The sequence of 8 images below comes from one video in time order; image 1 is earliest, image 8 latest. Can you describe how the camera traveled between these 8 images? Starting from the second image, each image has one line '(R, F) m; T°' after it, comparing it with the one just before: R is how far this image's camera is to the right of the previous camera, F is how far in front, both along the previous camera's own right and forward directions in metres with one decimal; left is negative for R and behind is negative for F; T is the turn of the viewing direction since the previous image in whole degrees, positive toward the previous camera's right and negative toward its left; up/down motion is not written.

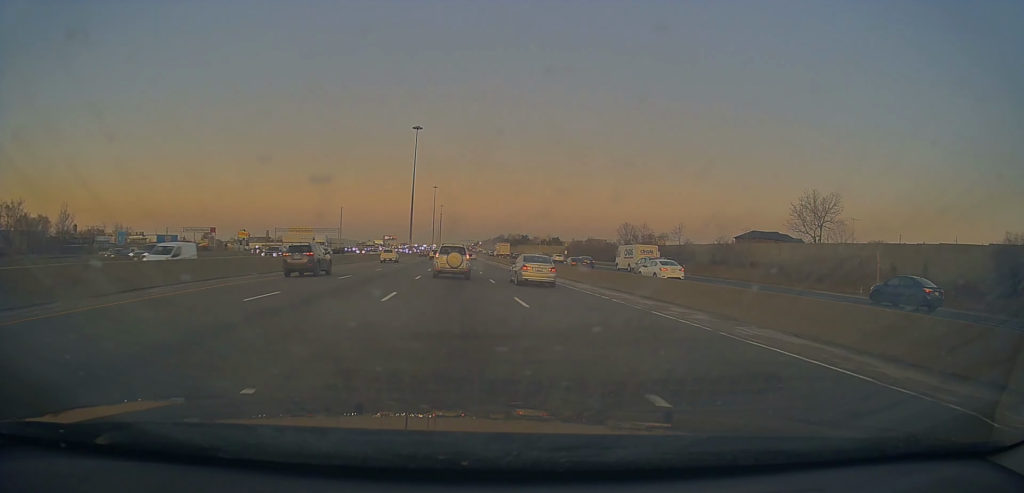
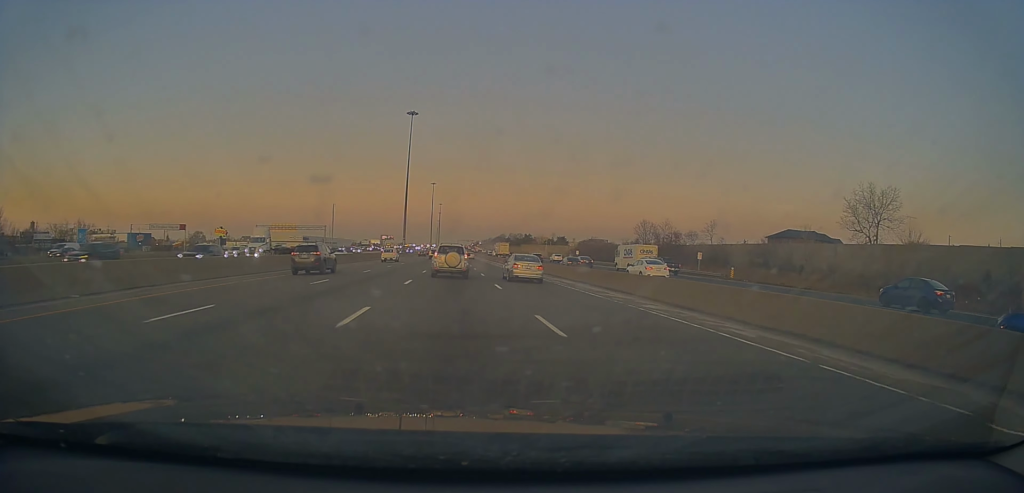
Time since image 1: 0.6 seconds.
(-0.1, +17.0) m; 0°
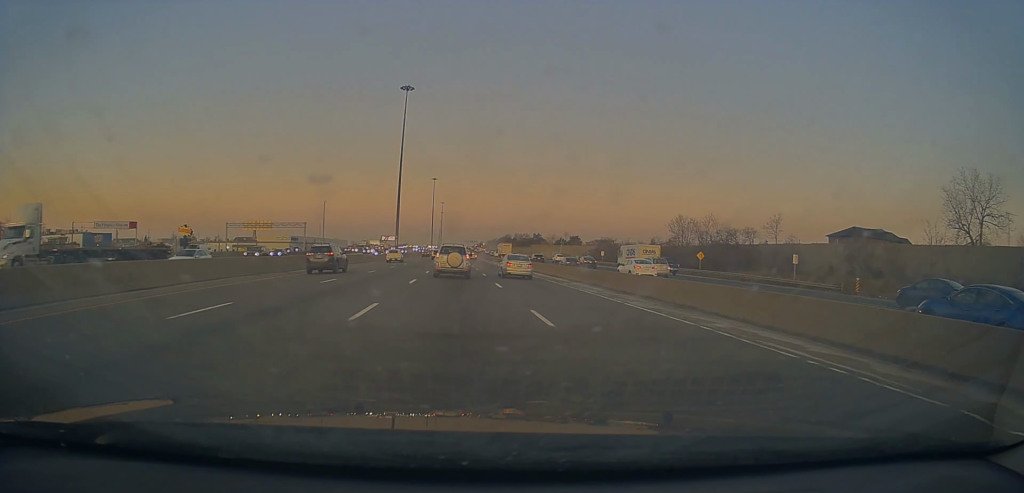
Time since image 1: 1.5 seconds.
(-0.4, +23.4) m; 0°
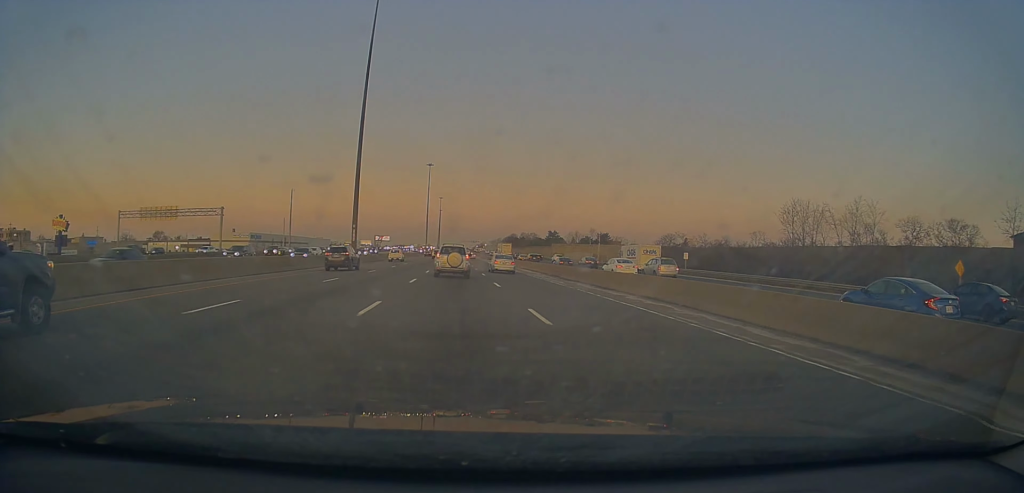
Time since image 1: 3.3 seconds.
(+0.5, +47.9) m; 0°
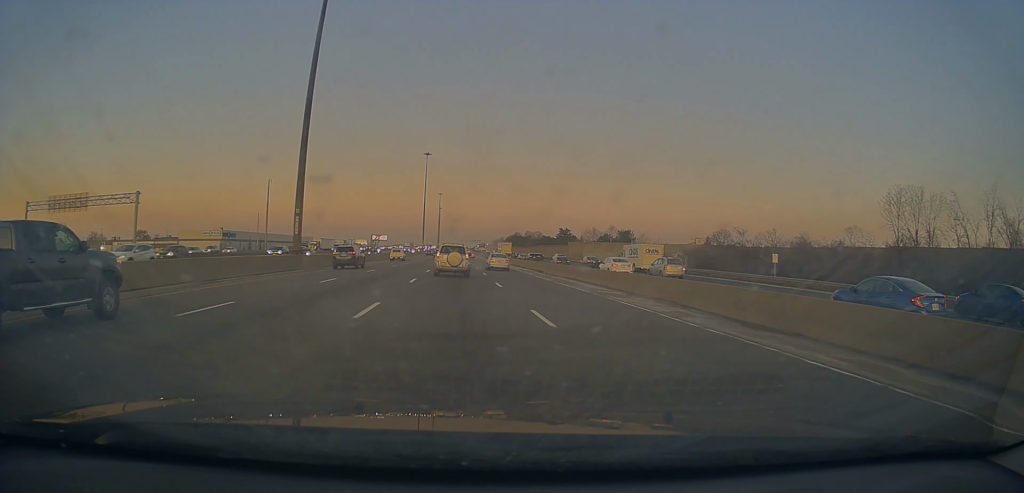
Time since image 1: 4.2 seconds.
(+0.1, +24.7) m; 0°
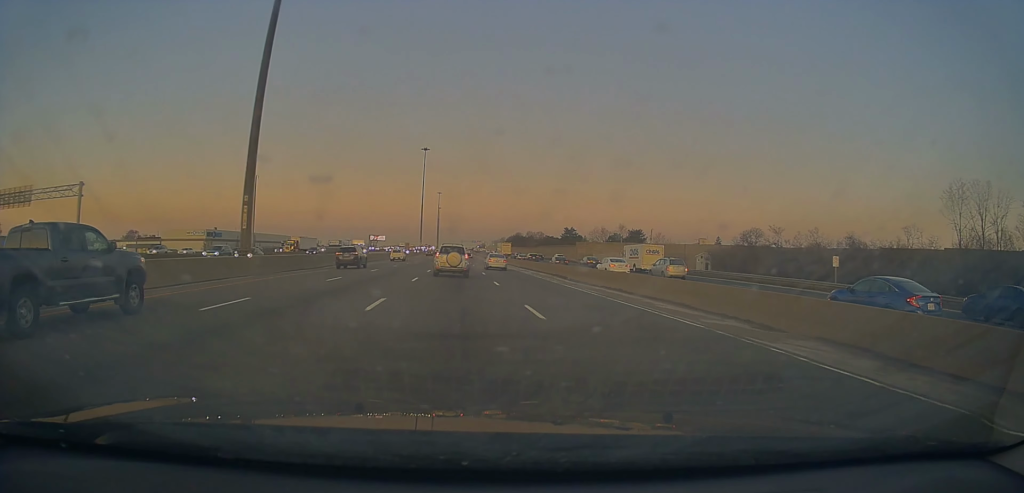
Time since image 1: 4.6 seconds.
(0.0, +11.0) m; 0°
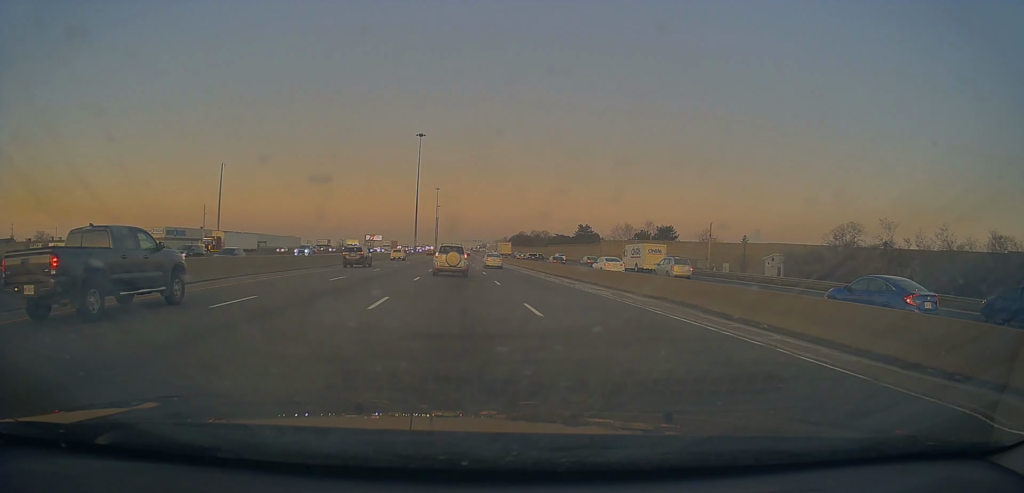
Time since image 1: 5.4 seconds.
(0.0, +23.9) m; -1°
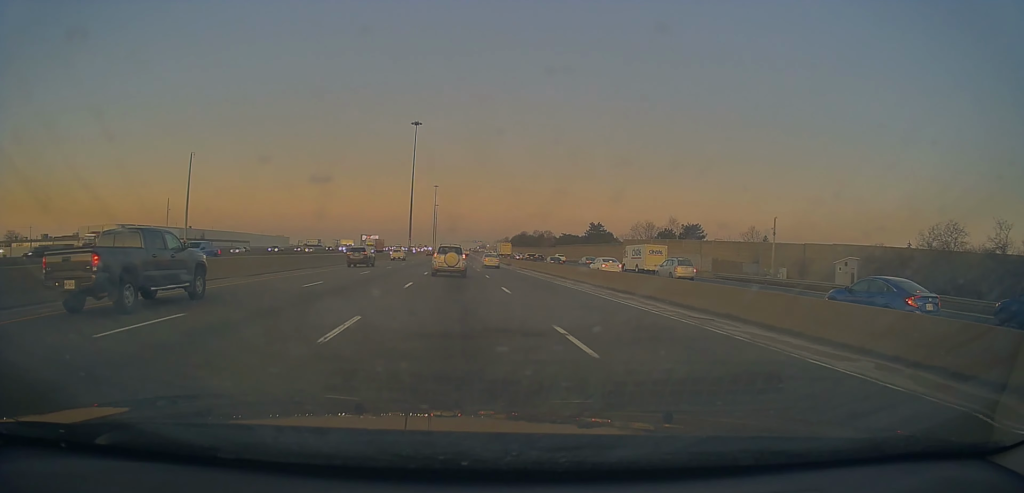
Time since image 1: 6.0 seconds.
(-0.3, +16.7) m; 0°
